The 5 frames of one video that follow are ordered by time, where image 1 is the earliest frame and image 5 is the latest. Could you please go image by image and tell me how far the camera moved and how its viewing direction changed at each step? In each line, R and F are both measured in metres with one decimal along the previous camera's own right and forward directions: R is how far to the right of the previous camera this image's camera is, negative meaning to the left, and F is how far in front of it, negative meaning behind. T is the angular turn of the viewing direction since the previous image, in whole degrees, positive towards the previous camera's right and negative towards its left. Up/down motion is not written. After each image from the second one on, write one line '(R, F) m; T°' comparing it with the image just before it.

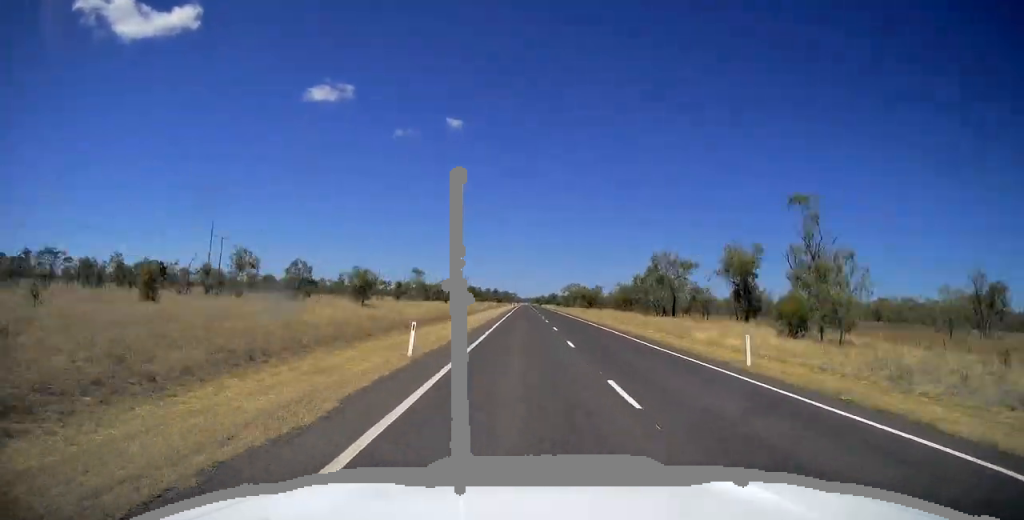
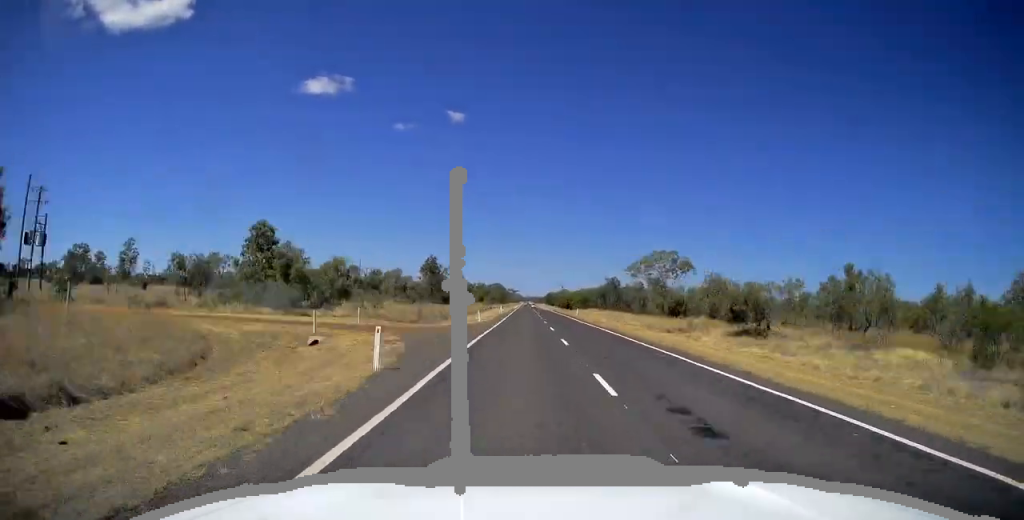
(-0.2, +234.0) m; 0°
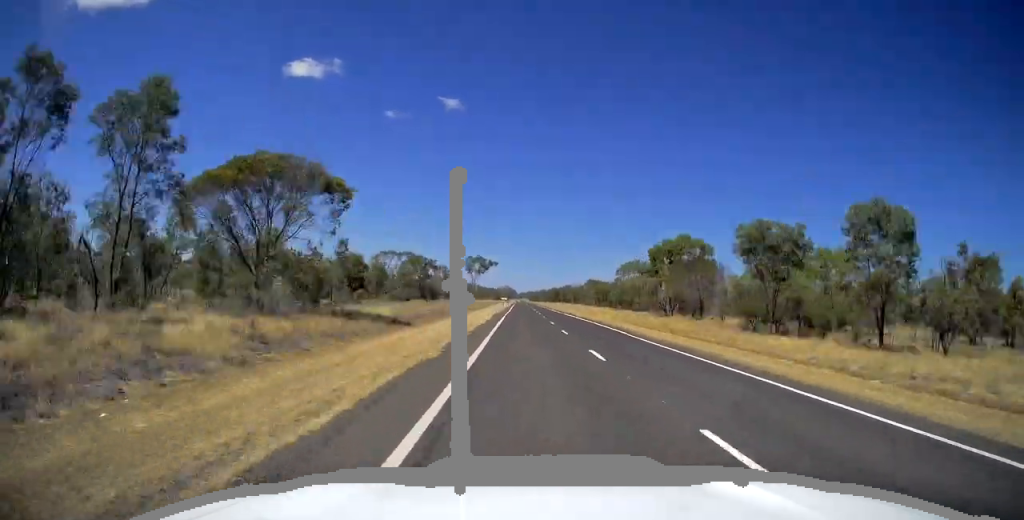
(+0.2, +414.1) m; 0°
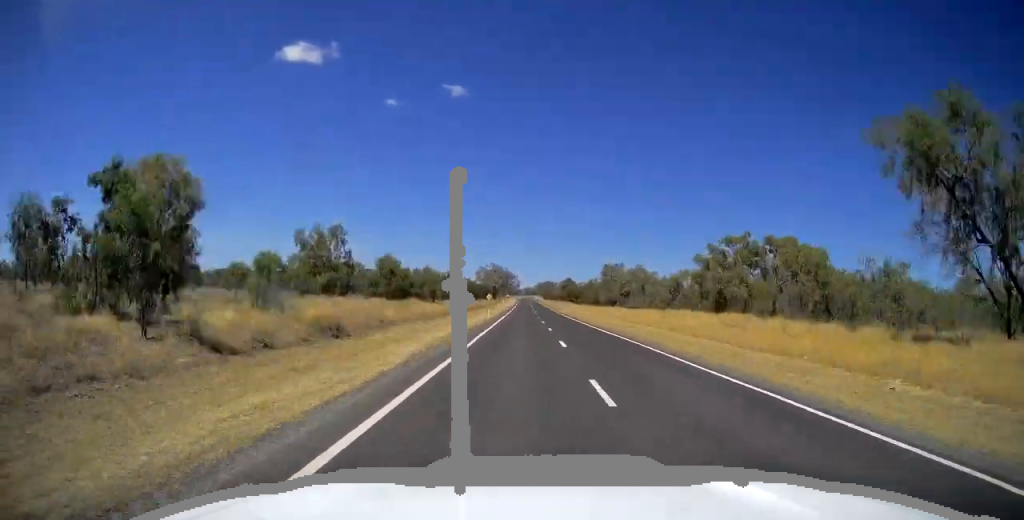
(0.0, +377.7) m; 0°
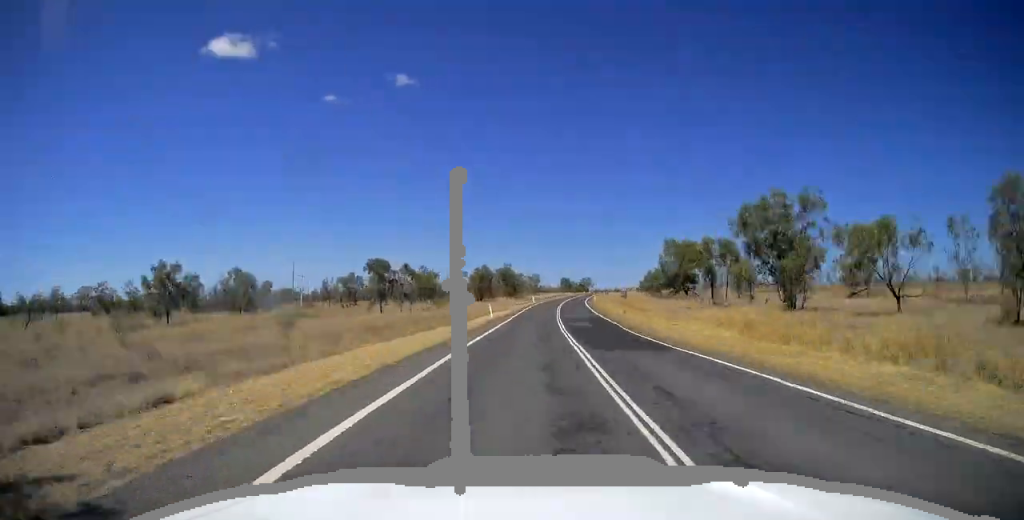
(+18.0, +581.7) m; +9°
